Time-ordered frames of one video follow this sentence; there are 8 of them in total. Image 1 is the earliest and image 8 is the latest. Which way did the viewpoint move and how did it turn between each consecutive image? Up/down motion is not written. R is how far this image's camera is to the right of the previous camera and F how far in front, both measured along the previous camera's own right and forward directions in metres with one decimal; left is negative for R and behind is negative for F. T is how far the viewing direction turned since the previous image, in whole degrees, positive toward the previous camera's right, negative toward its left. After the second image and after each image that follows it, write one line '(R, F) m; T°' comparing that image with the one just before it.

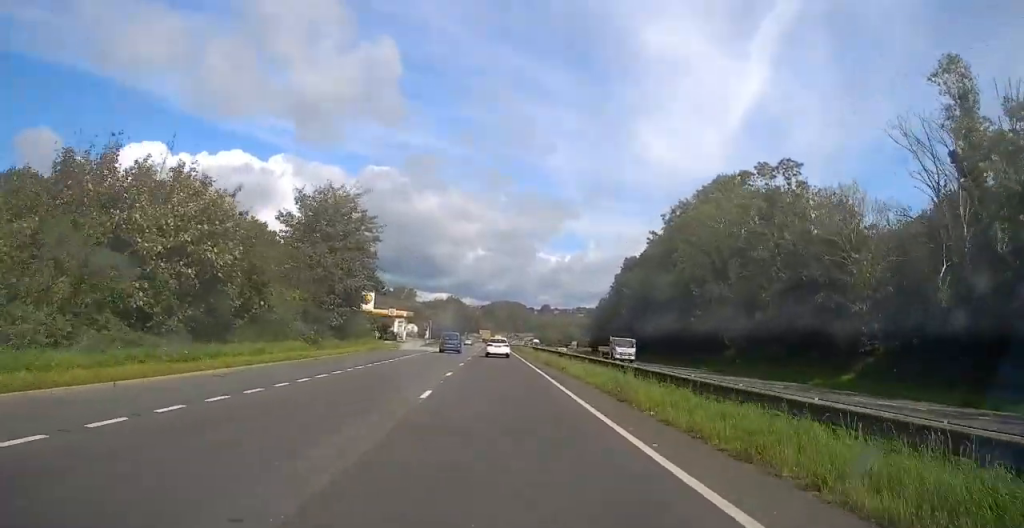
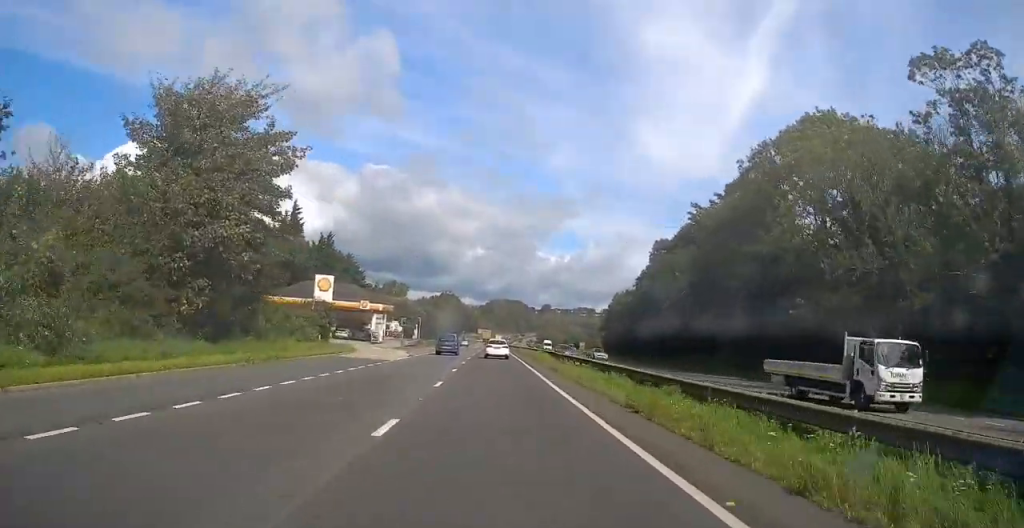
(-0.3, +23.7) m; -1°
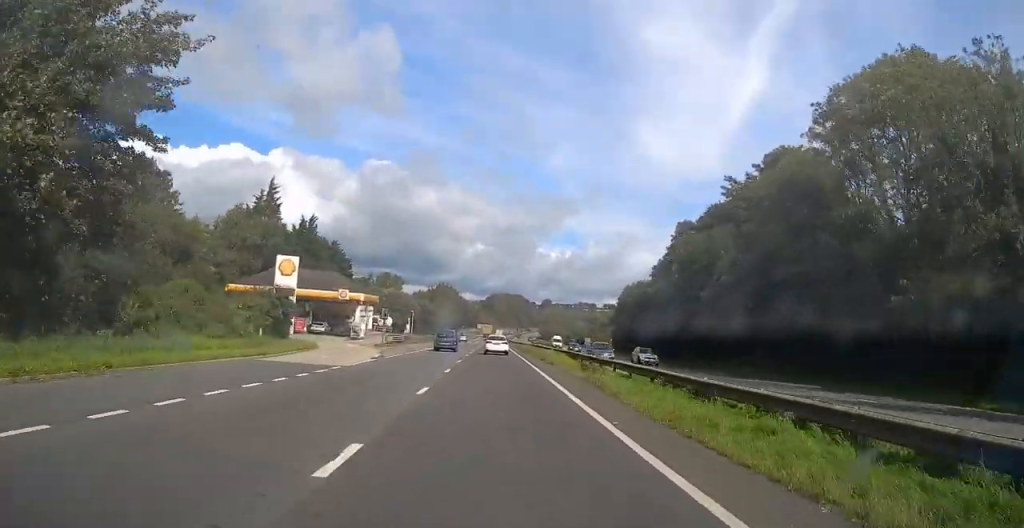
(0.0, +12.8) m; 0°
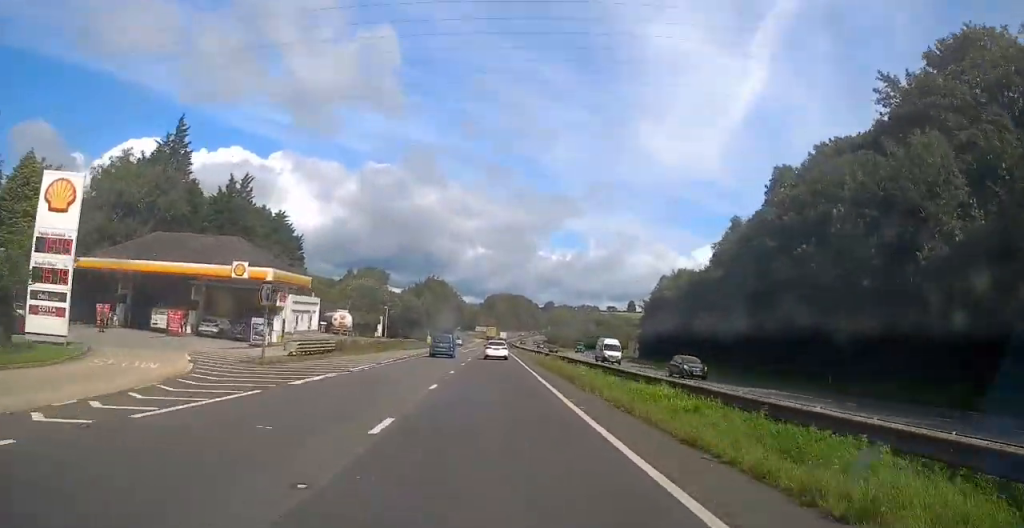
(+0.2, +32.6) m; +1°
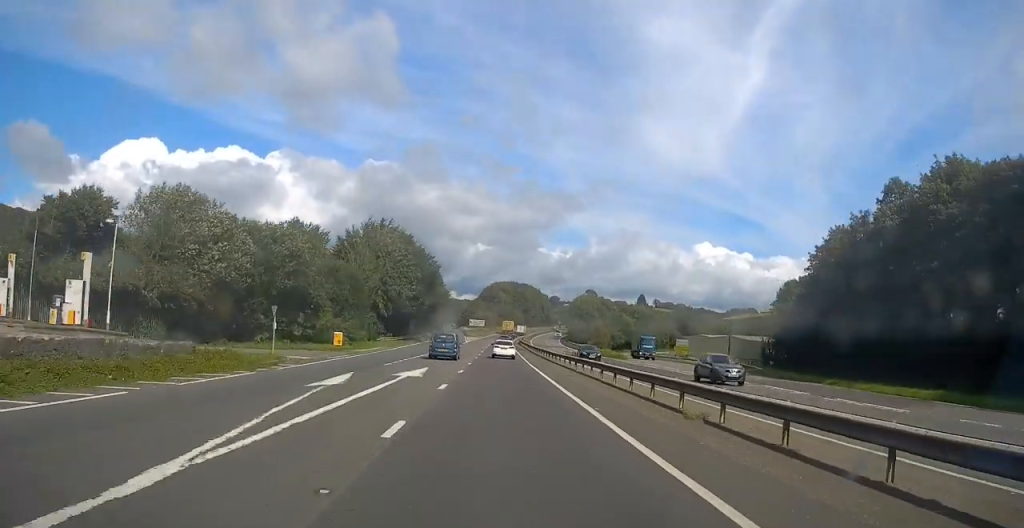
(+1.2, +73.1) m; +1°
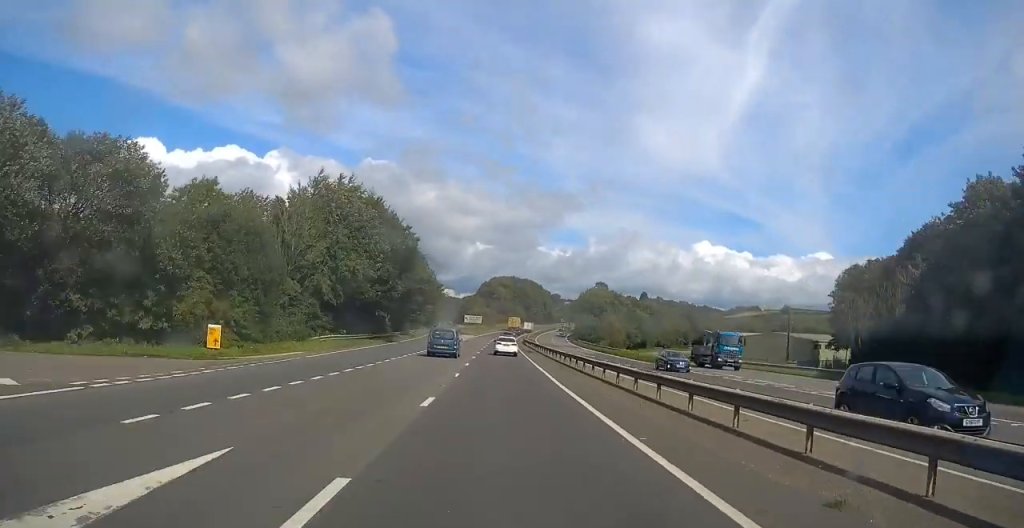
(0.0, +23.0) m; 0°
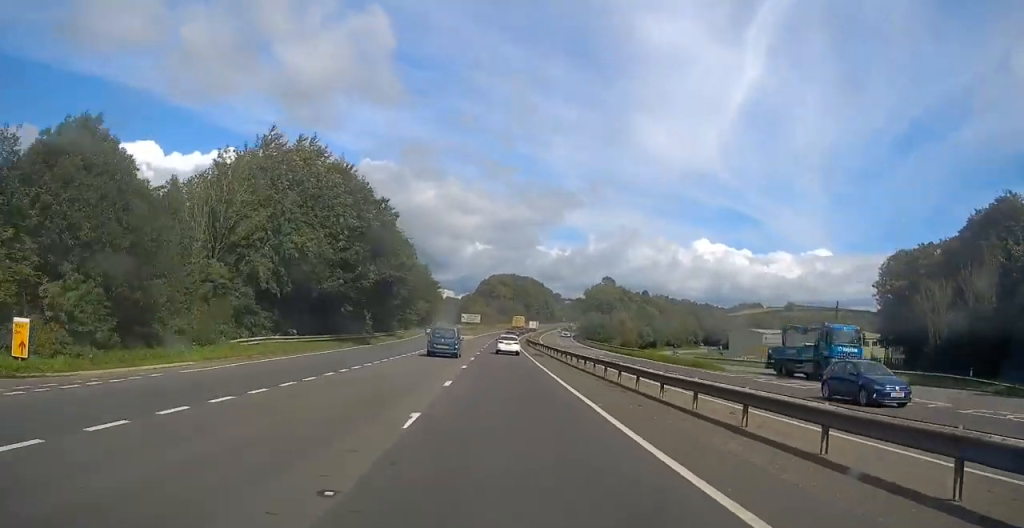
(-0.1, +13.2) m; 0°
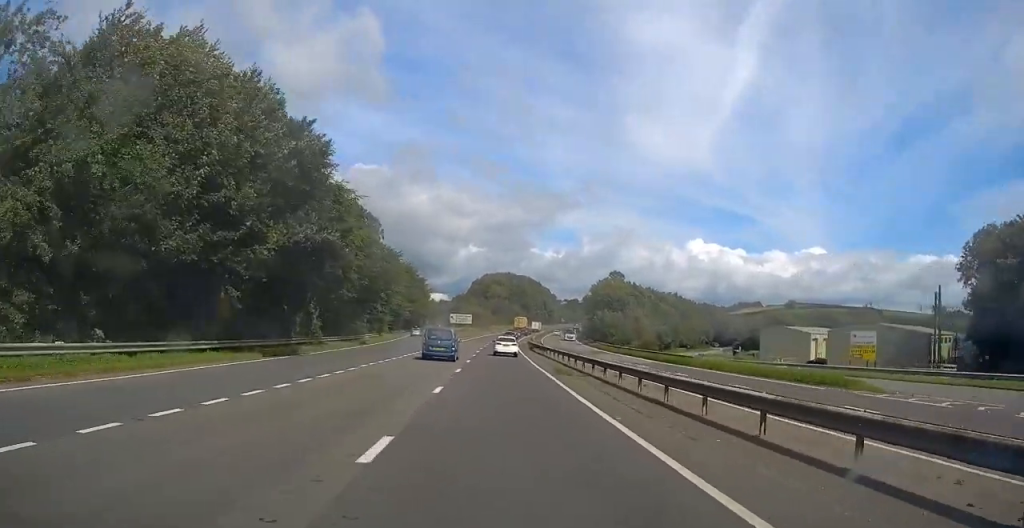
(+0.1, +20.6) m; +1°
